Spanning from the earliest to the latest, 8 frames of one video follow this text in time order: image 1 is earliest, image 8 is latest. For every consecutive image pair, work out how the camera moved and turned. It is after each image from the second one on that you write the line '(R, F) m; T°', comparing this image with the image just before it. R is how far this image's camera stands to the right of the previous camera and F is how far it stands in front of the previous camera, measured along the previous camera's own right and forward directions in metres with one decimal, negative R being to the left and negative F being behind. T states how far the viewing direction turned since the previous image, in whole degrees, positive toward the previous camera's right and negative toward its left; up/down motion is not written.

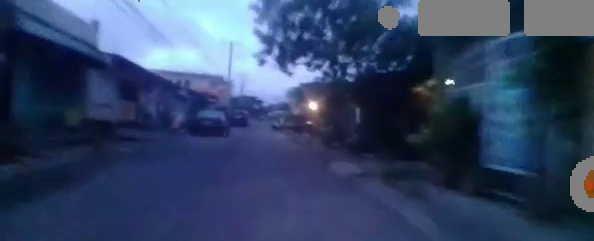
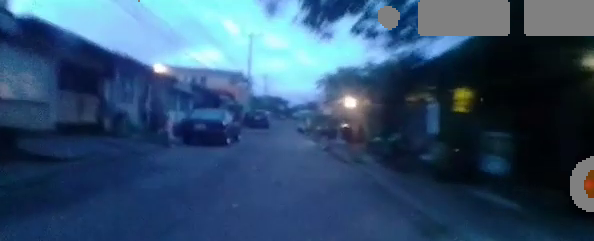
(-0.3, +7.7) m; -2°
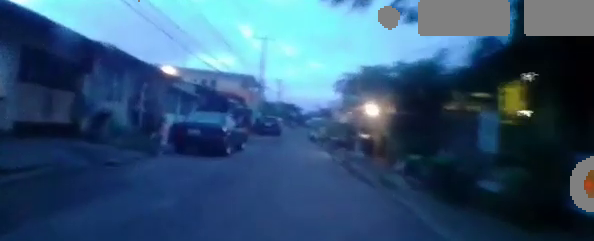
(0.0, +2.9) m; 0°
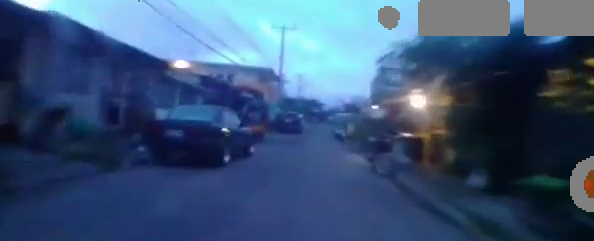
(0.0, +3.6) m; +2°
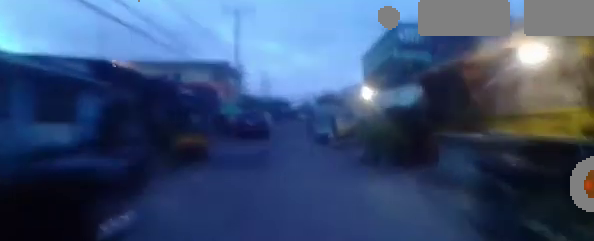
(+0.4, +7.7) m; +3°
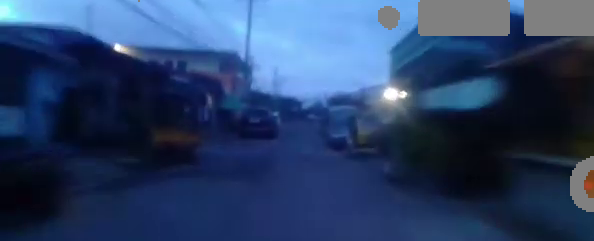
(-0.1, +2.0) m; 0°
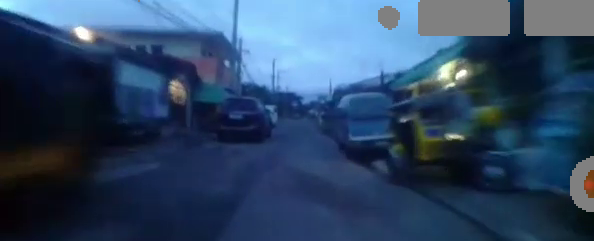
(0.0, +4.5) m; +3°
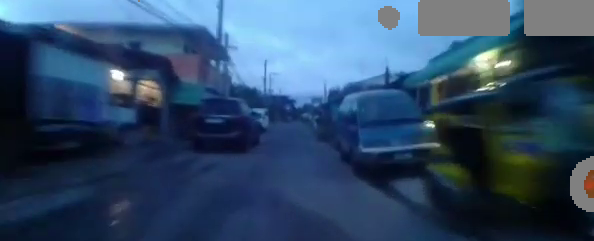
(0.0, +1.8) m; 0°
